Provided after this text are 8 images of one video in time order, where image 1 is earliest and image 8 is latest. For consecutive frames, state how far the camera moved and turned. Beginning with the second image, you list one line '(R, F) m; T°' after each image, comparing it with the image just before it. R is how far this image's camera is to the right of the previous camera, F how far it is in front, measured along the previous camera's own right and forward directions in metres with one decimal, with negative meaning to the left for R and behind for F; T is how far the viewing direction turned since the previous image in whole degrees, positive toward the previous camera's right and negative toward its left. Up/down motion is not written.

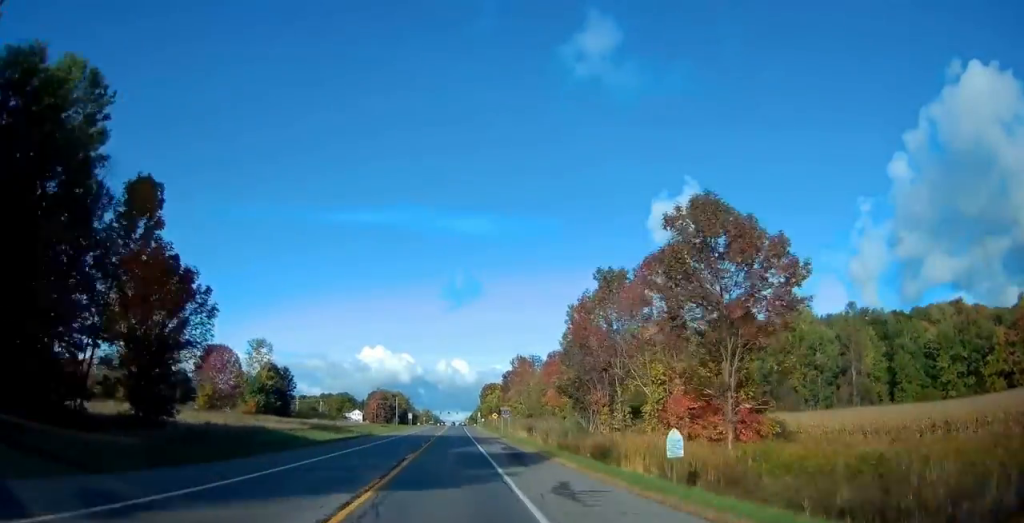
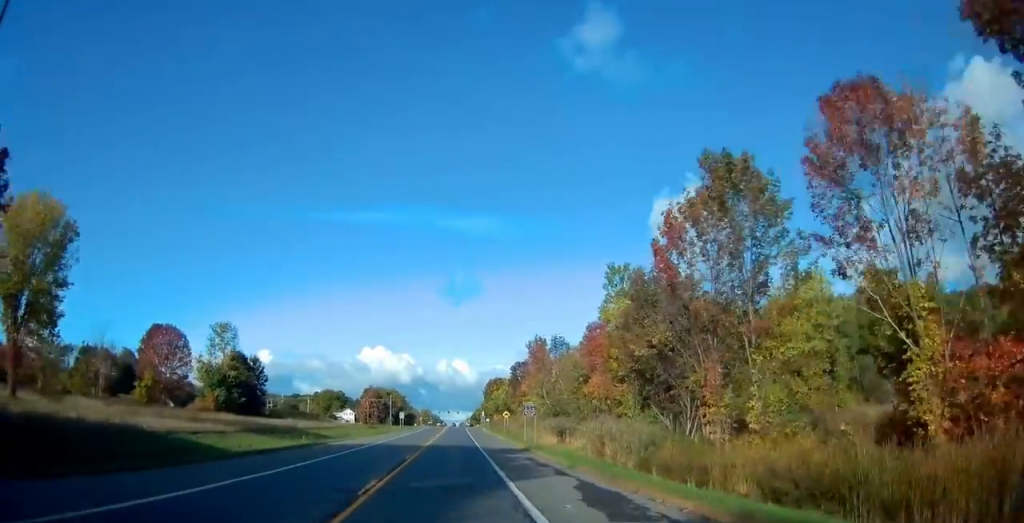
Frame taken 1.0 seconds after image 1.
(0.0, +24.6) m; 0°
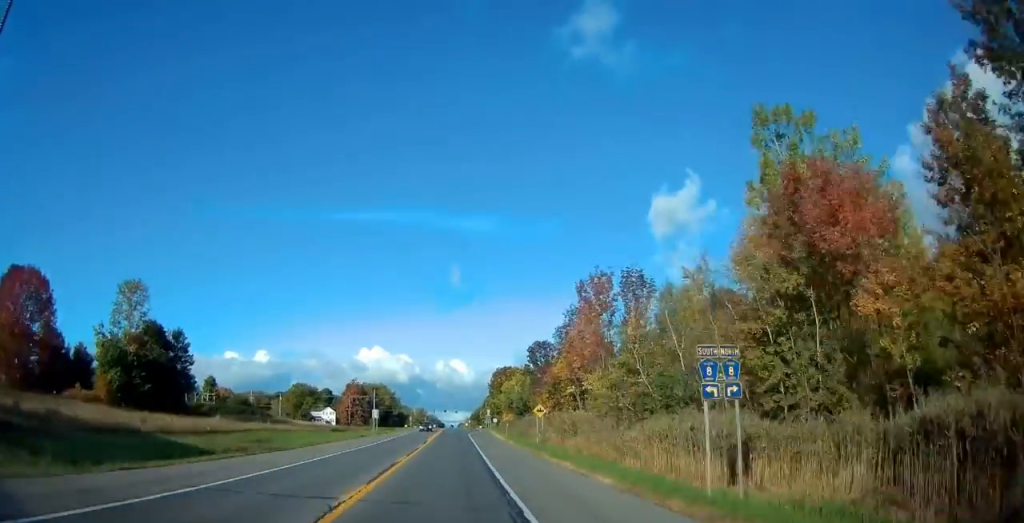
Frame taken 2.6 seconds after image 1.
(0.0, +38.3) m; 0°
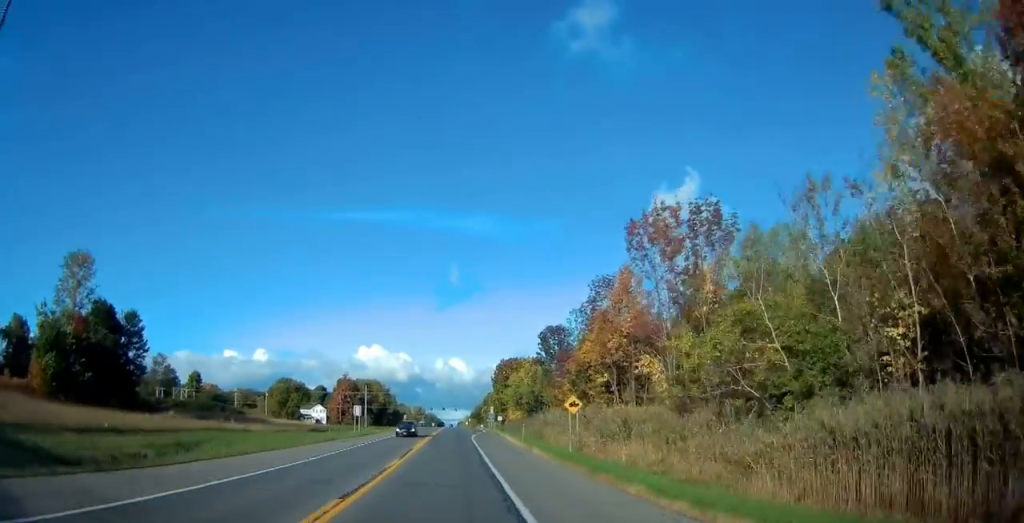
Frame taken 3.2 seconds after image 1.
(0.0, +15.7) m; 0°
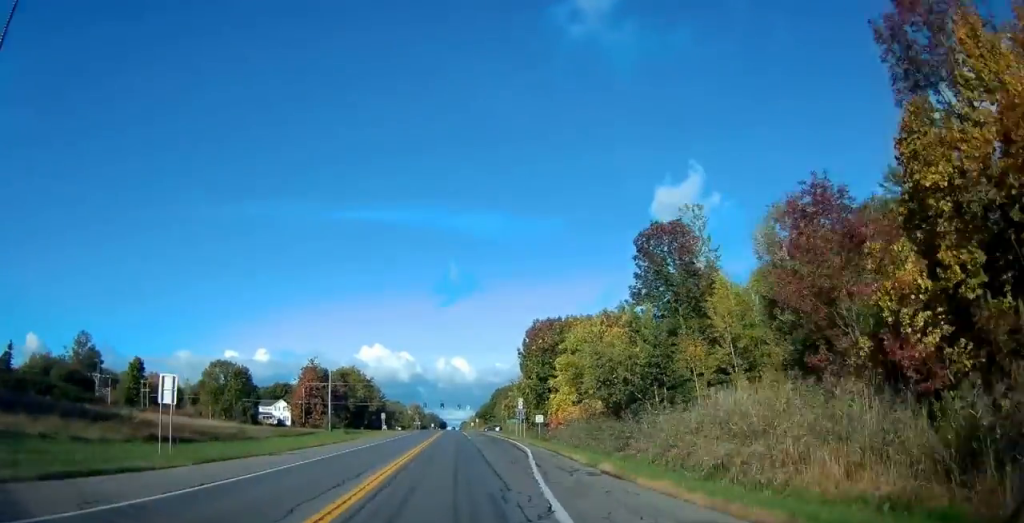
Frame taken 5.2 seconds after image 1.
(0.0, +49.6) m; 0°
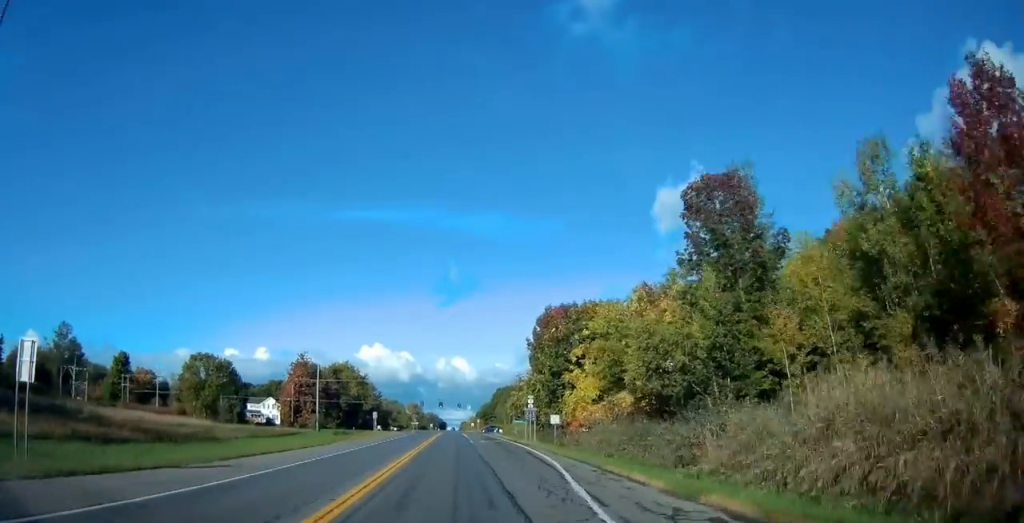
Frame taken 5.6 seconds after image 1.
(0.0, +9.7) m; 0°
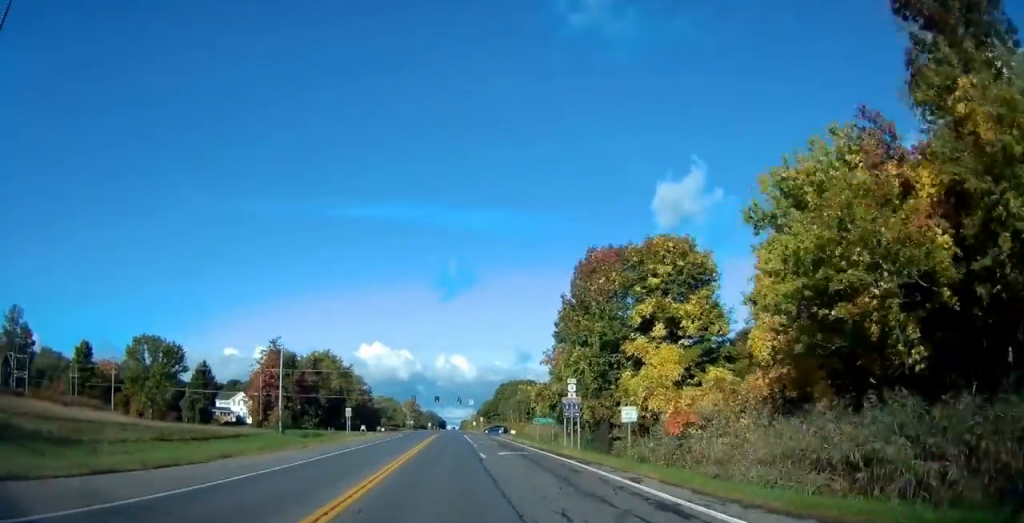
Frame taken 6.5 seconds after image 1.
(0.0, +21.4) m; 0°
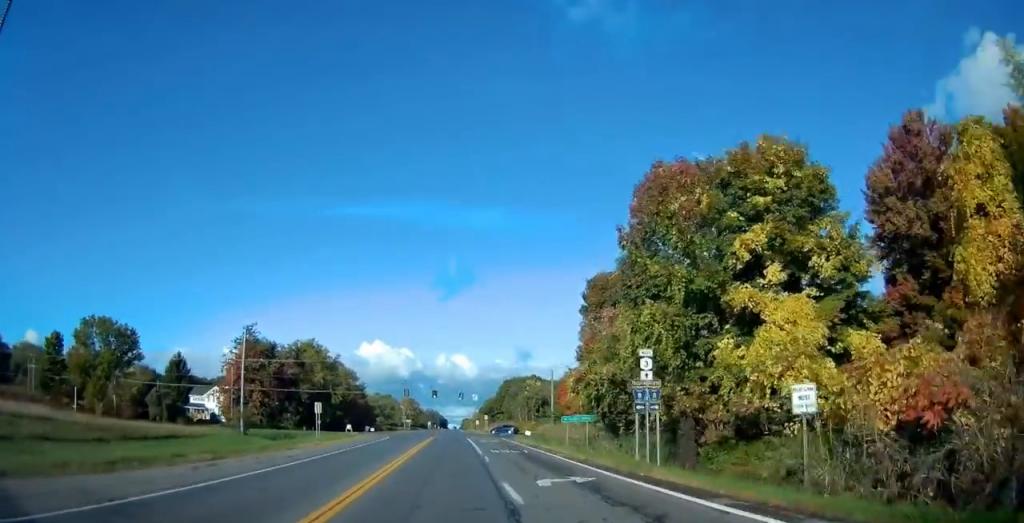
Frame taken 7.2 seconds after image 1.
(0.0, +15.6) m; 0°
